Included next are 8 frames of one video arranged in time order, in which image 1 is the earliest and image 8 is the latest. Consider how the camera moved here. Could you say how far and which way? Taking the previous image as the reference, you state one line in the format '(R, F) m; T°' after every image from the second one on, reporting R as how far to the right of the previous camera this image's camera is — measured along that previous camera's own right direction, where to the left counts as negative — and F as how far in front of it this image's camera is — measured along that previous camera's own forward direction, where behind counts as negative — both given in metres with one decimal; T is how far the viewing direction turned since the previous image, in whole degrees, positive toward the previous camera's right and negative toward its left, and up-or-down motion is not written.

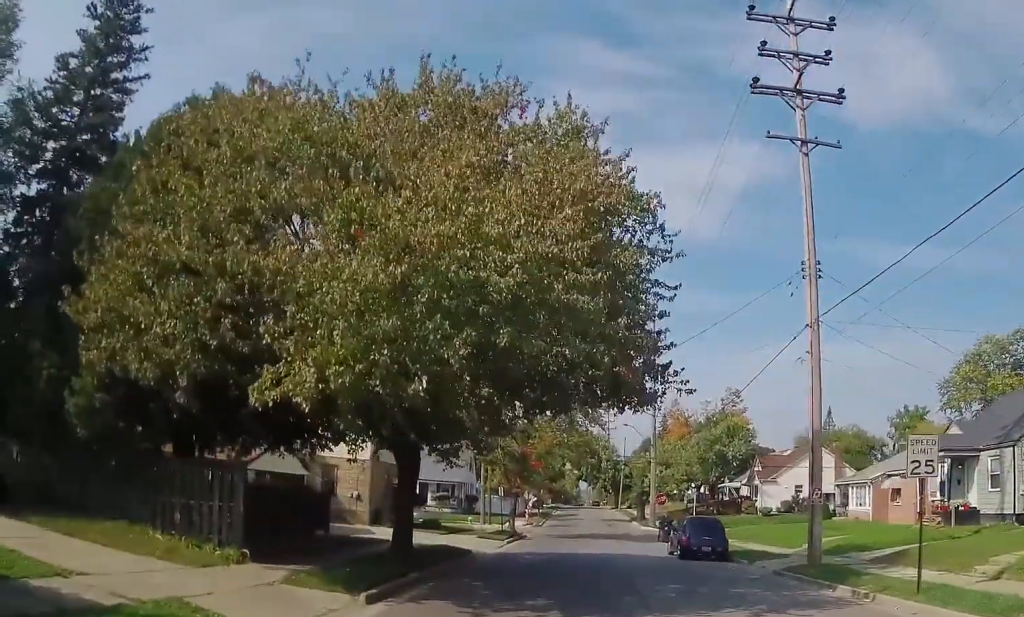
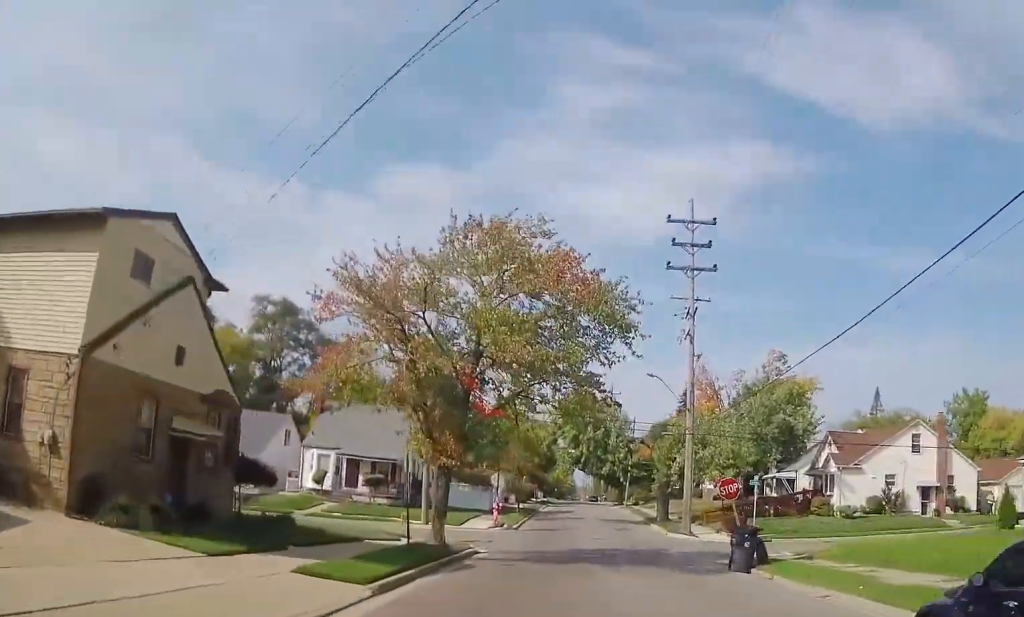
(+0.3, +19.7) m; +2°
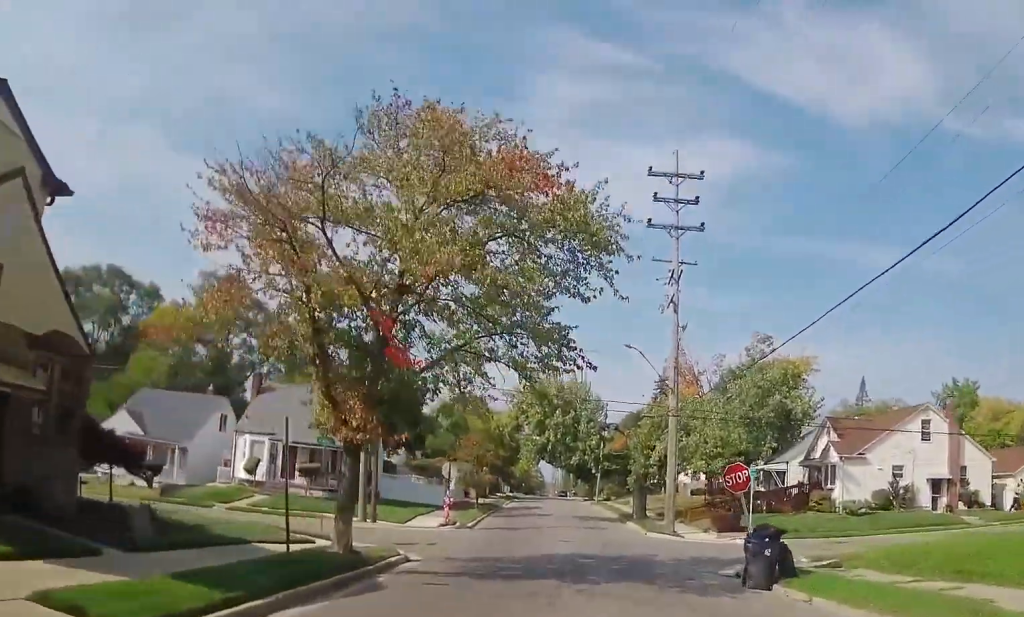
(+0.1, +5.2) m; +1°
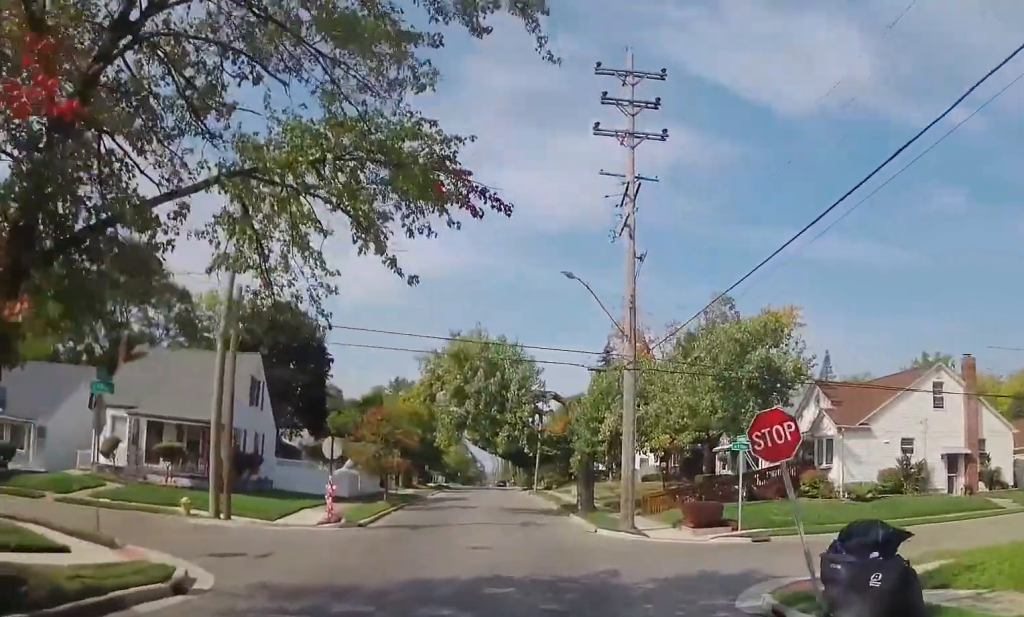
(0.0, +7.7) m; 0°
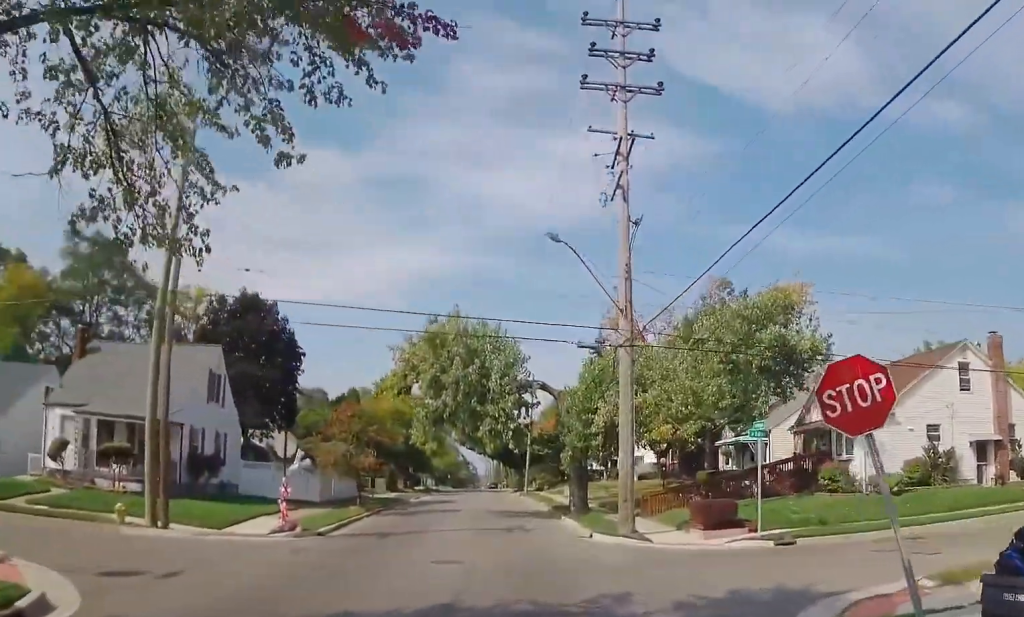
(0.0, +3.4) m; 0°
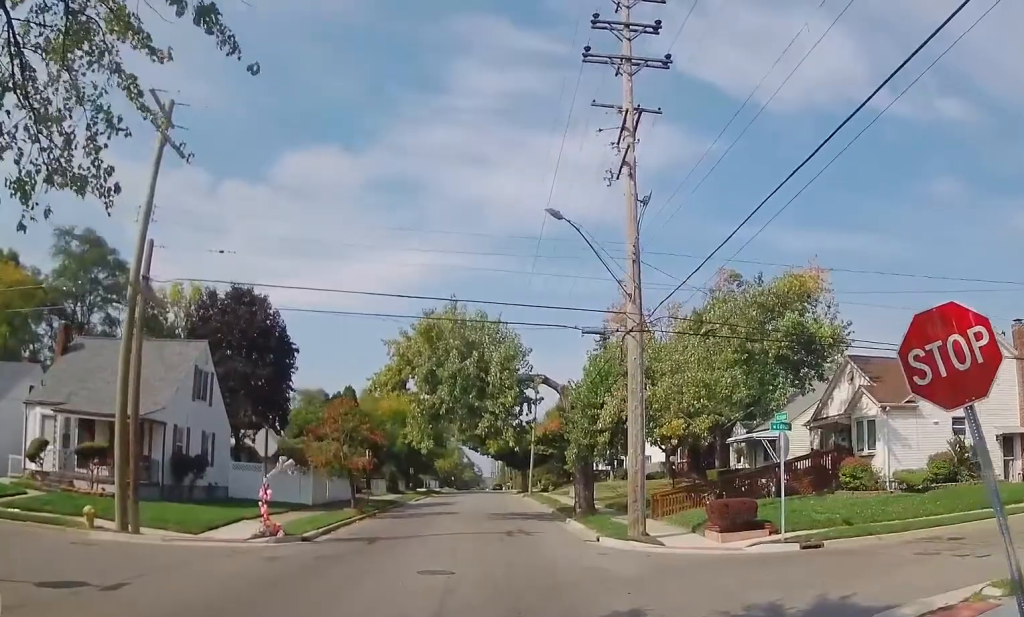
(0.0, +2.0) m; +1°
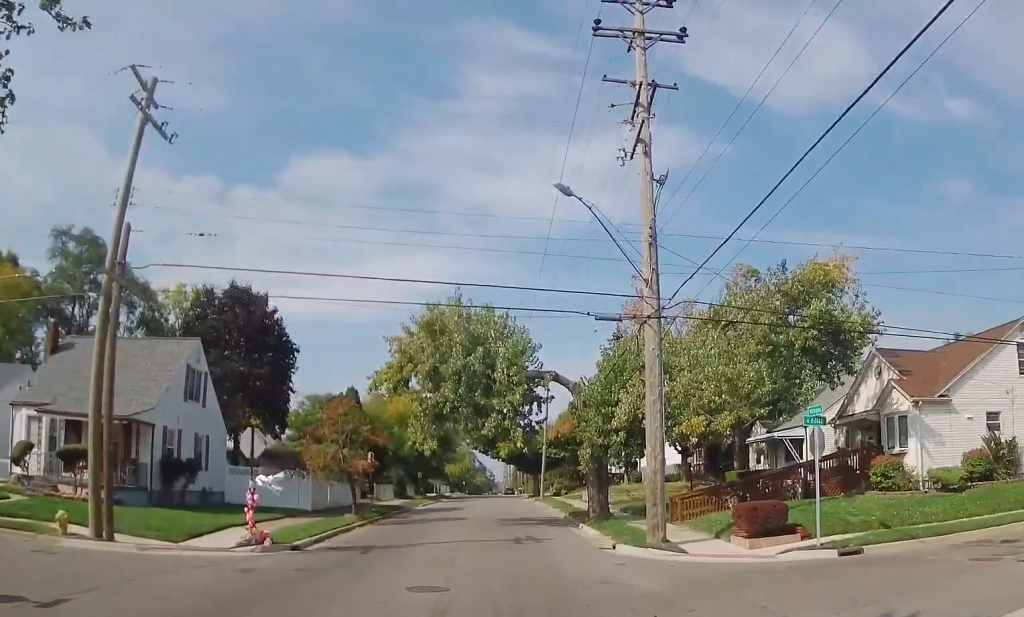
(0.0, +2.5) m; +2°
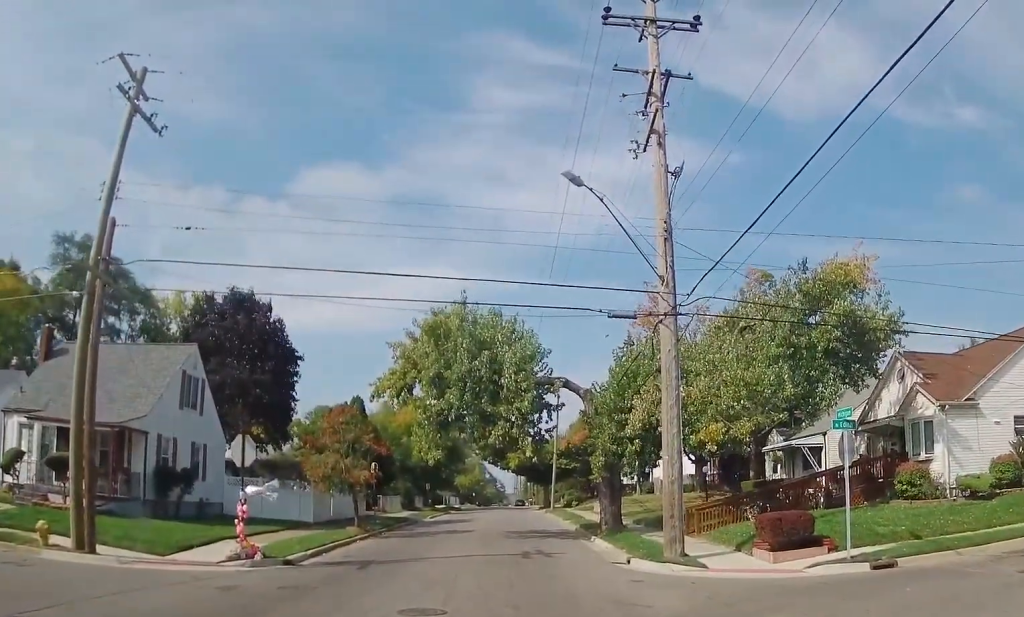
(+0.1, +2.7) m; +4°
